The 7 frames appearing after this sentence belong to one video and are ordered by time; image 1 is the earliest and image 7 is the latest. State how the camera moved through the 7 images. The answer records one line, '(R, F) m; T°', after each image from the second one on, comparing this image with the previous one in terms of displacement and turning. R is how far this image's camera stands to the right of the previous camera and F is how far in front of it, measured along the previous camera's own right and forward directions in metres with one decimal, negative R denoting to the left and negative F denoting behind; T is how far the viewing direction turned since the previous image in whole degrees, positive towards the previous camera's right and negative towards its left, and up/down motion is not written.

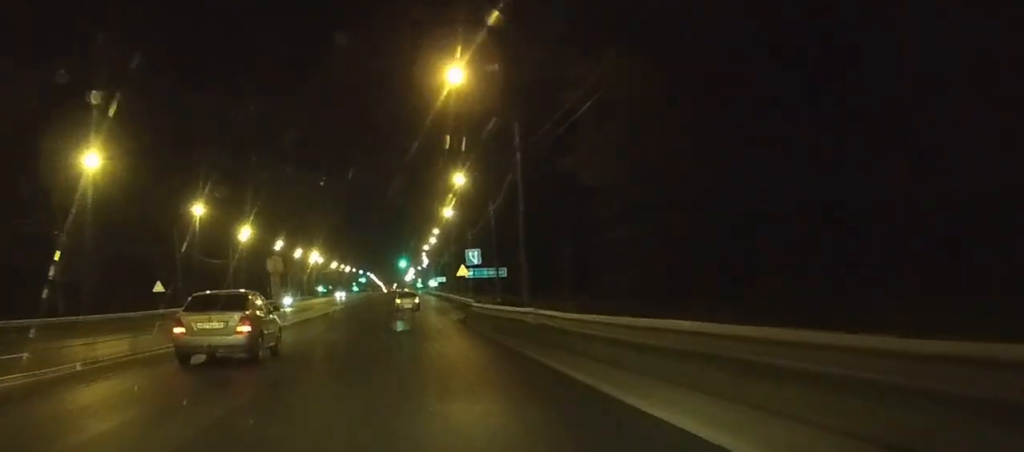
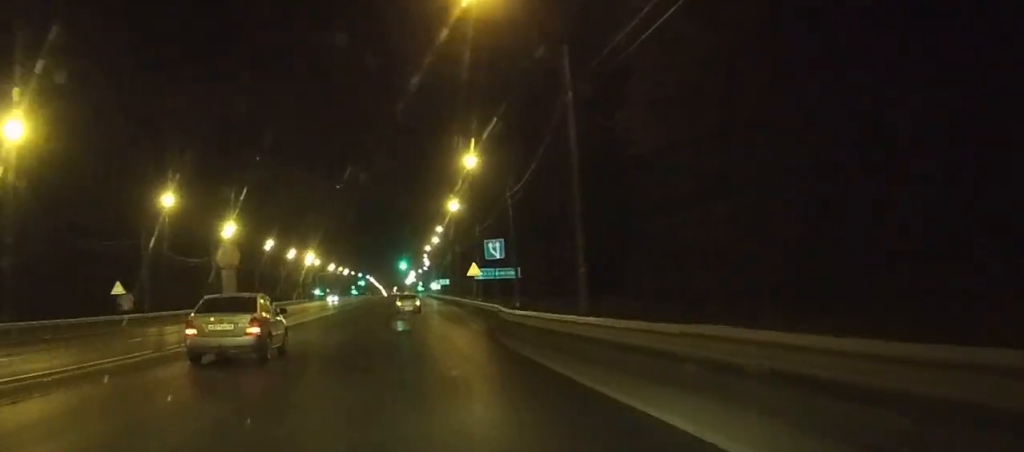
(0.0, +12.0) m; 0°
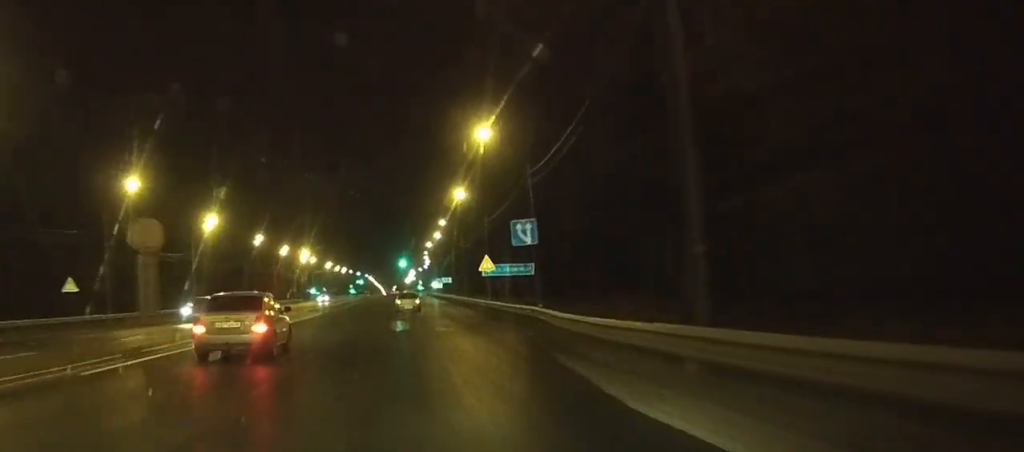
(0.0, +10.4) m; 0°
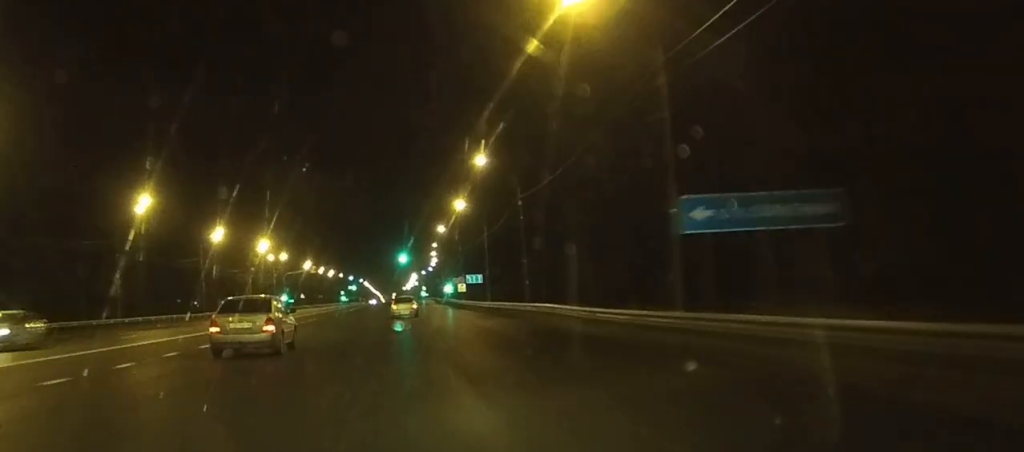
(-0.2, +61.0) m; 0°
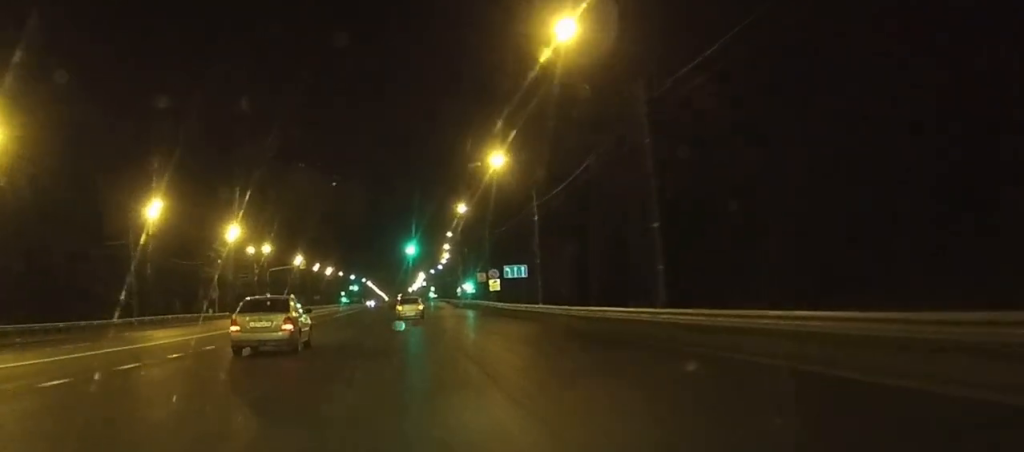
(0.0, +31.2) m; 0°
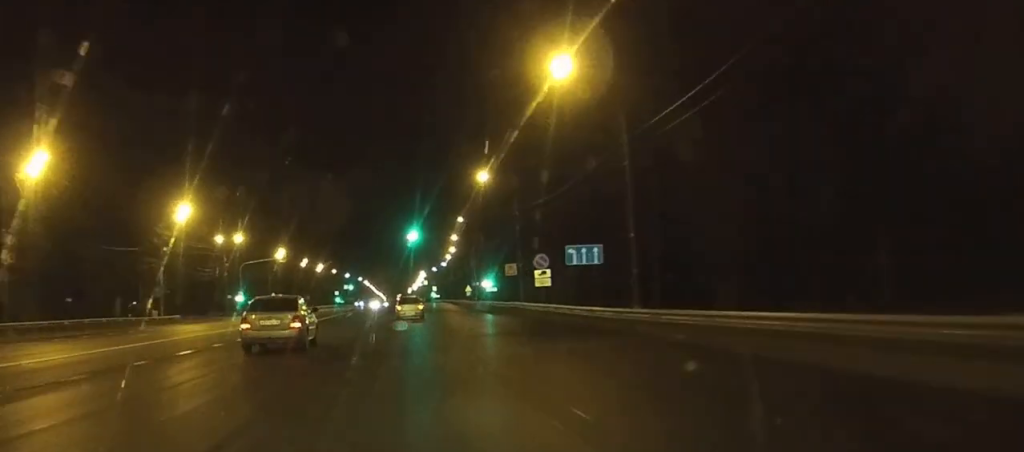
(0.0, +26.2) m; 0°
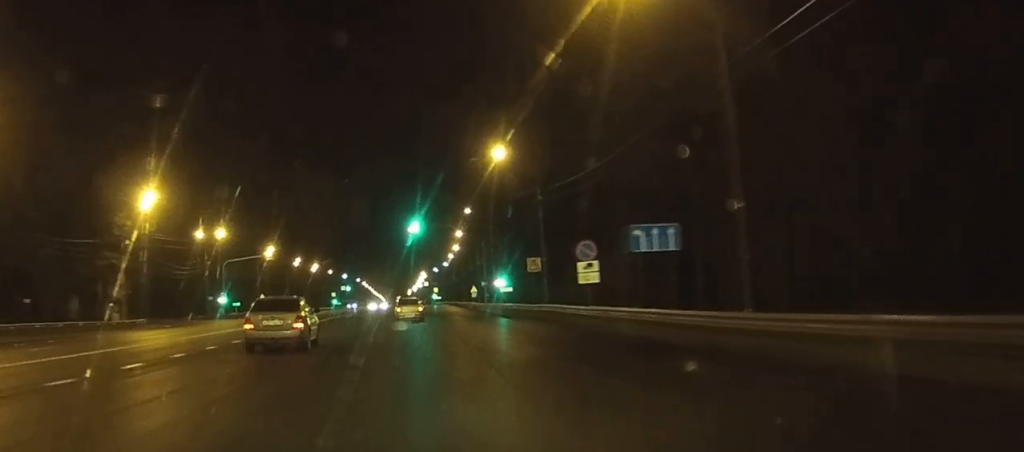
(+0.1, +12.4) m; 0°
